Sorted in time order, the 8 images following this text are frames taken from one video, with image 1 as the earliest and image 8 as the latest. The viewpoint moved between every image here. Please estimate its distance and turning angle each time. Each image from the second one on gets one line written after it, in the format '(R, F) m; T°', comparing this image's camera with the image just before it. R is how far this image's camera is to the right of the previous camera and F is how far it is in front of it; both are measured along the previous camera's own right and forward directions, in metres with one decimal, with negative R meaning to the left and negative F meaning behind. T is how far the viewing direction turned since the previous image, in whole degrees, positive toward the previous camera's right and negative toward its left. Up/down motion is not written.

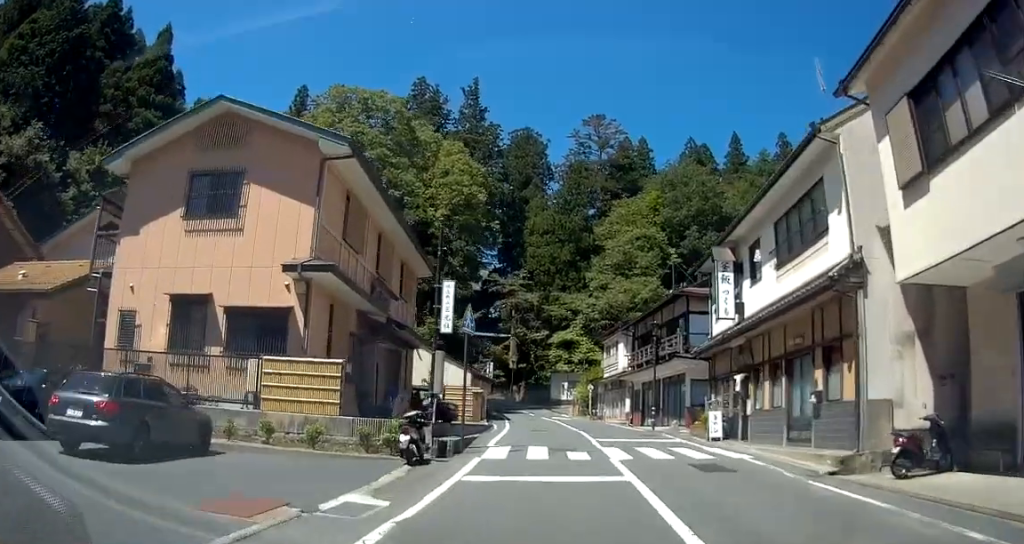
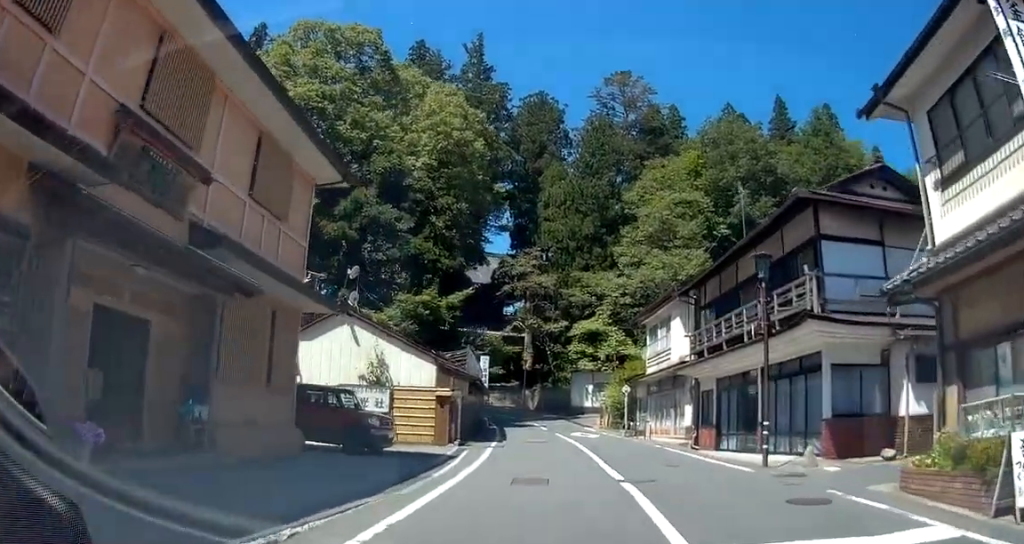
(-0.1, +13.3) m; -2°
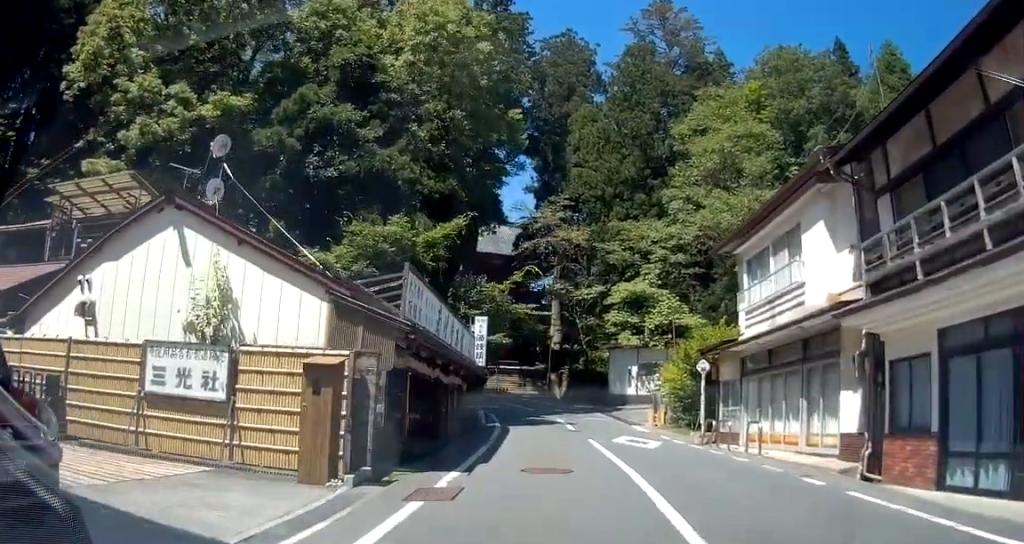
(-0.3, +11.3) m; -1°
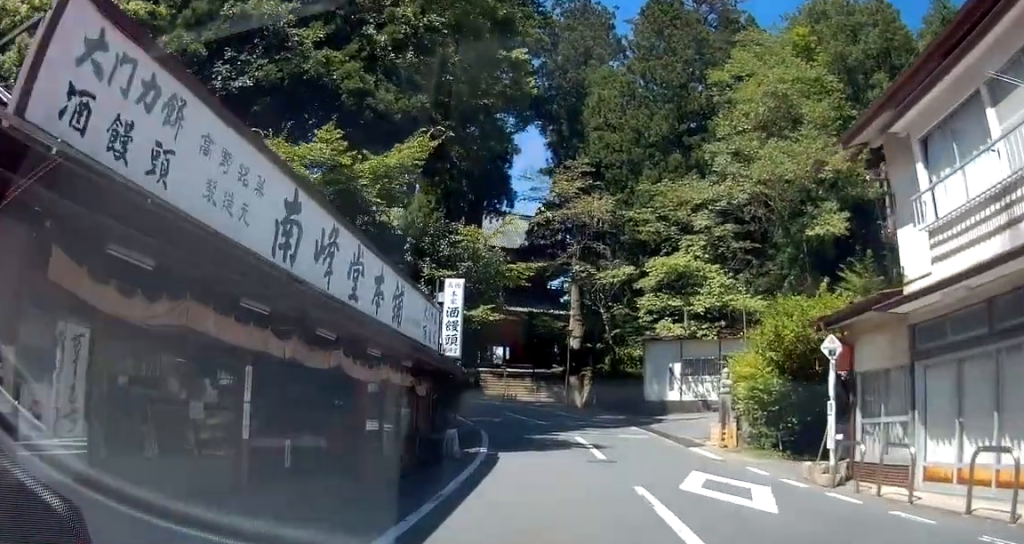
(0.0, +7.9) m; -1°
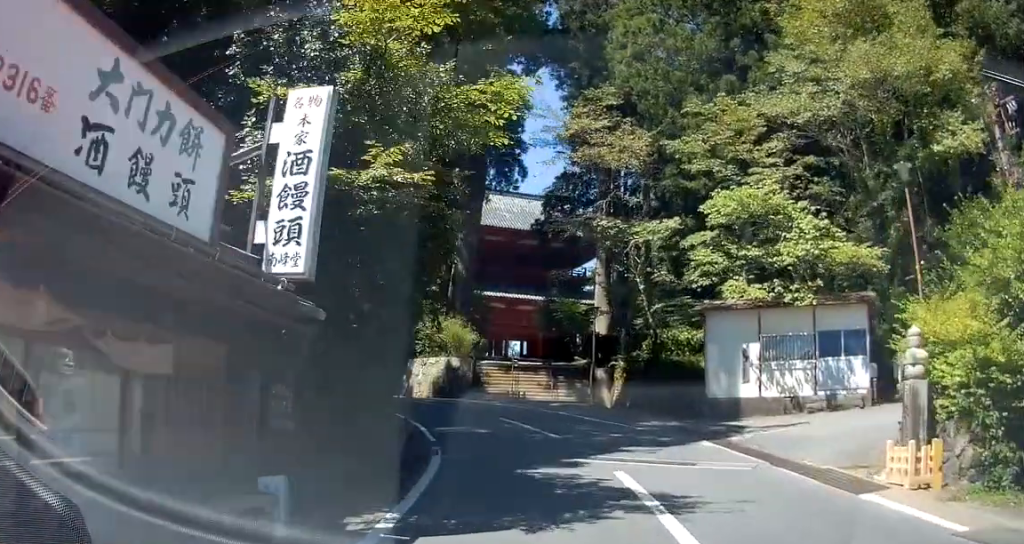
(-0.2, +8.6) m; -7°
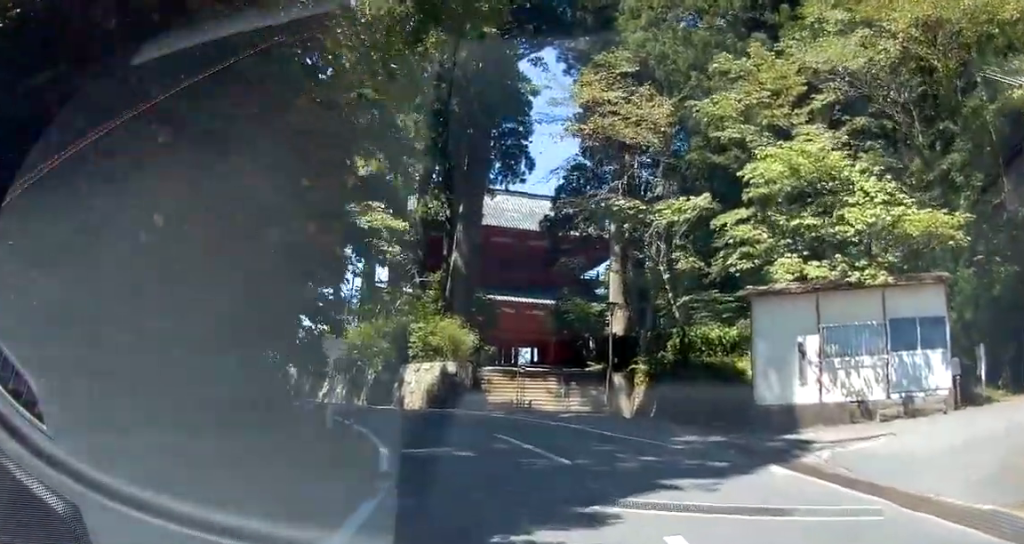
(-0.3, +3.7) m; -6°
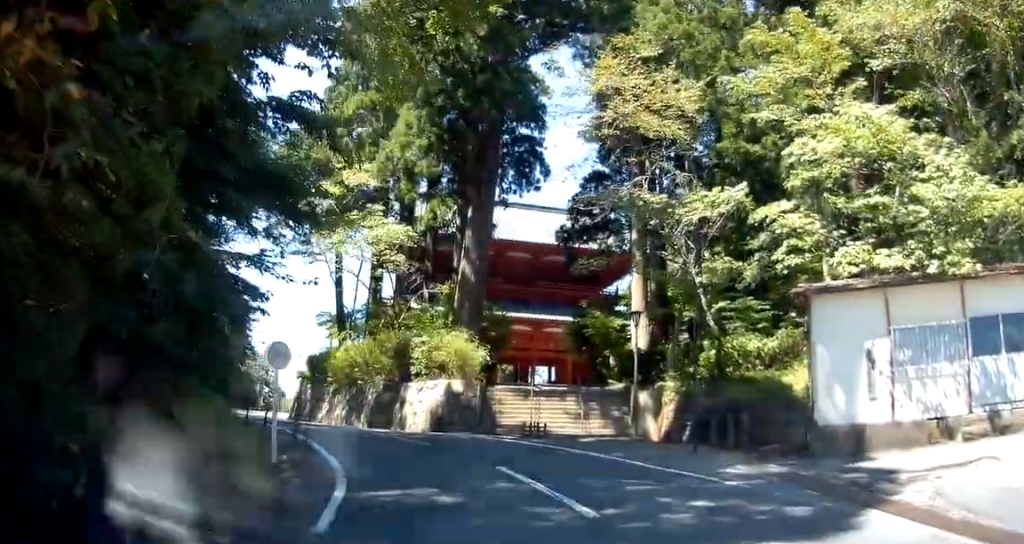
(-0.1, +2.7) m; -5°
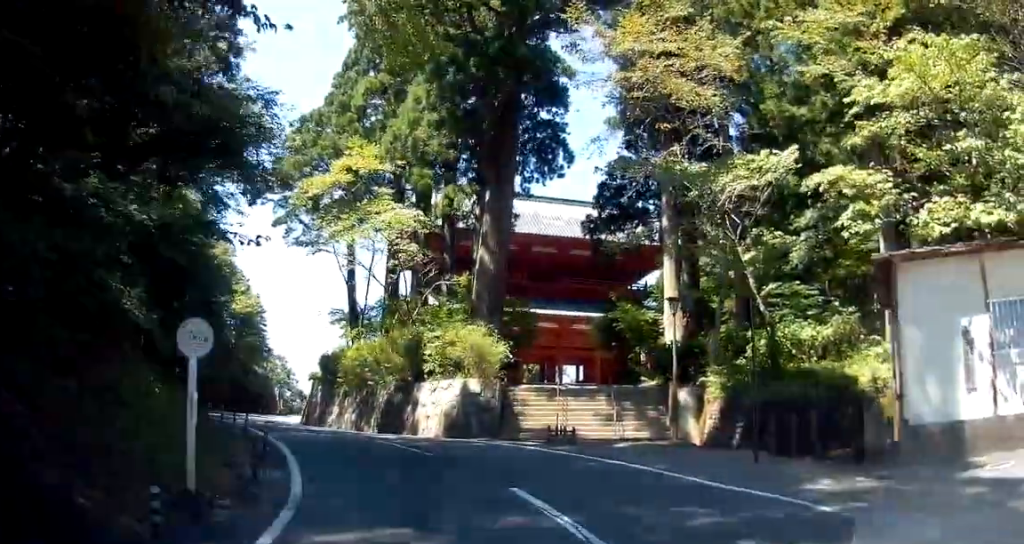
(-0.1, +2.5) m; -5°
